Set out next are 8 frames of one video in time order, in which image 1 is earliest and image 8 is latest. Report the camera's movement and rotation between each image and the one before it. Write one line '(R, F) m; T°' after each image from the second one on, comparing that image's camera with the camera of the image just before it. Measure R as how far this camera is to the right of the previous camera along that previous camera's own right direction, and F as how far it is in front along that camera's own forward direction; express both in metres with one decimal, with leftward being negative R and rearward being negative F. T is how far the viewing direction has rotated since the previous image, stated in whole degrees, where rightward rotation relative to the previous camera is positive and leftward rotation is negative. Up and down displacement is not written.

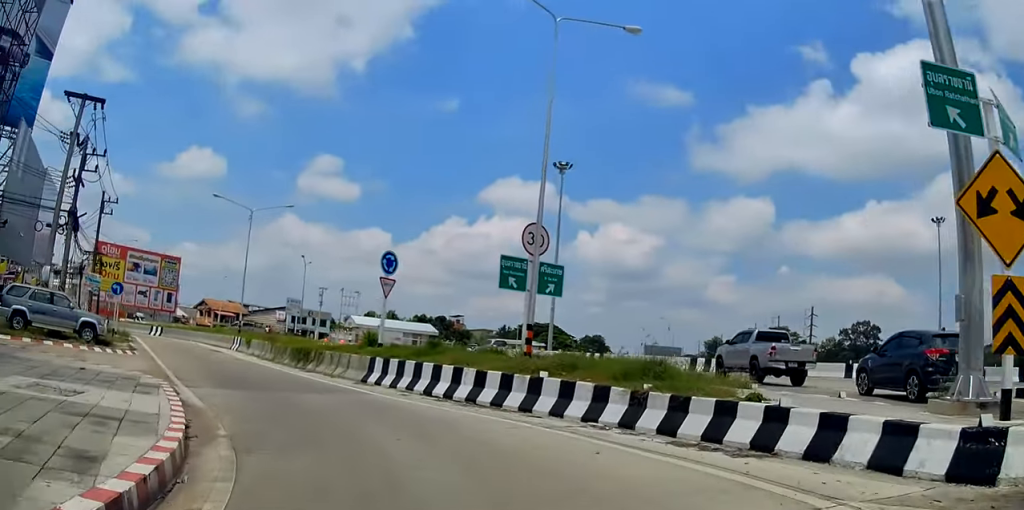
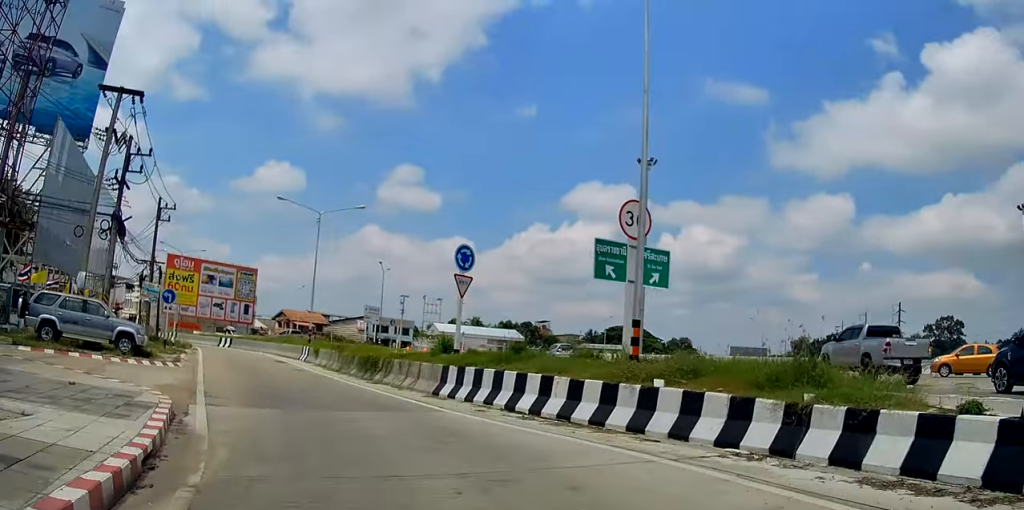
(0.0, +2.9) m; -11°
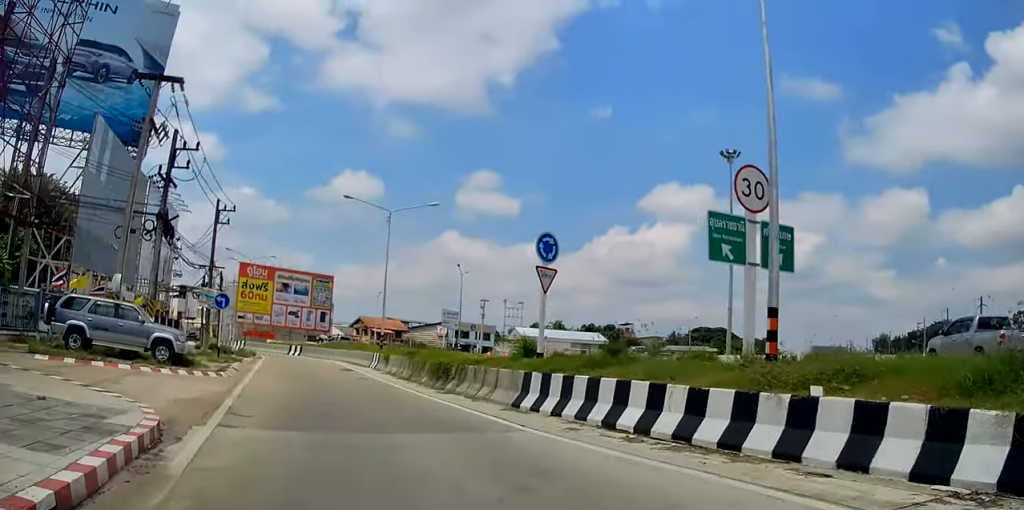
(-0.7, +2.5) m; -10°
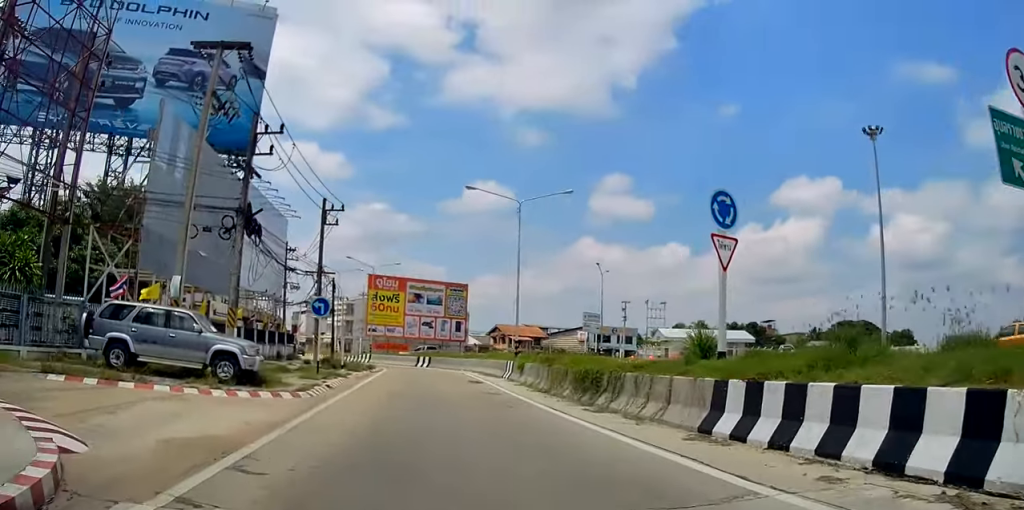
(-0.5, +4.5) m; -8°
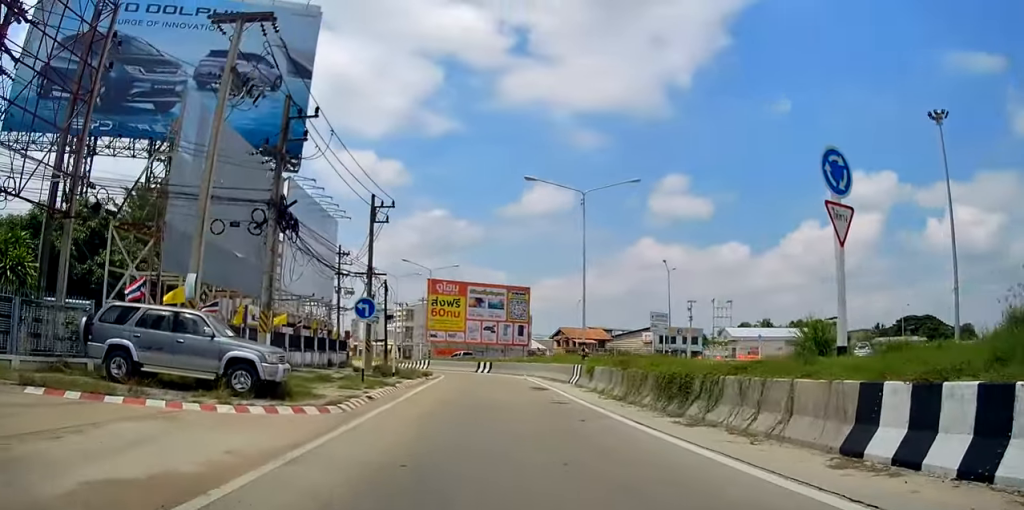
(0.0, +2.4) m; -1°
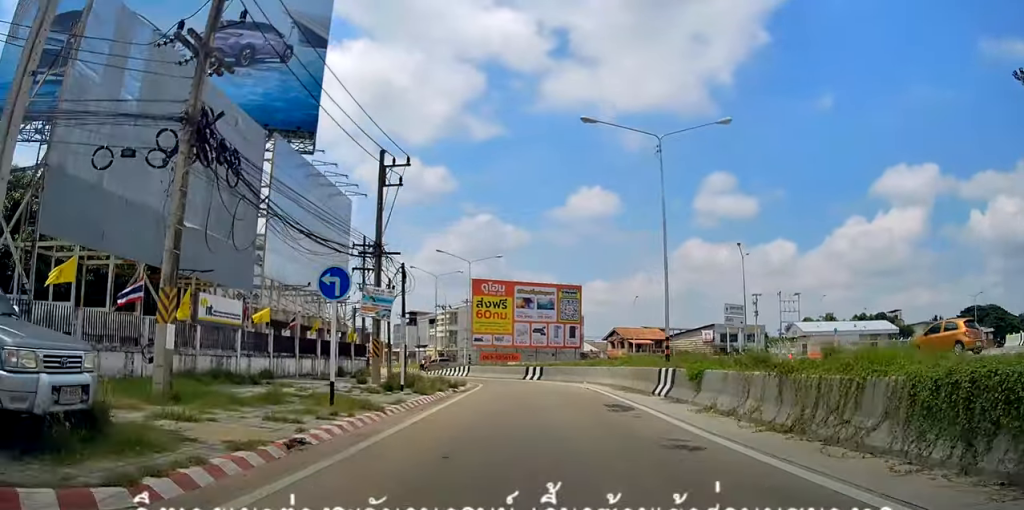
(-0.4, +7.9) m; -6°
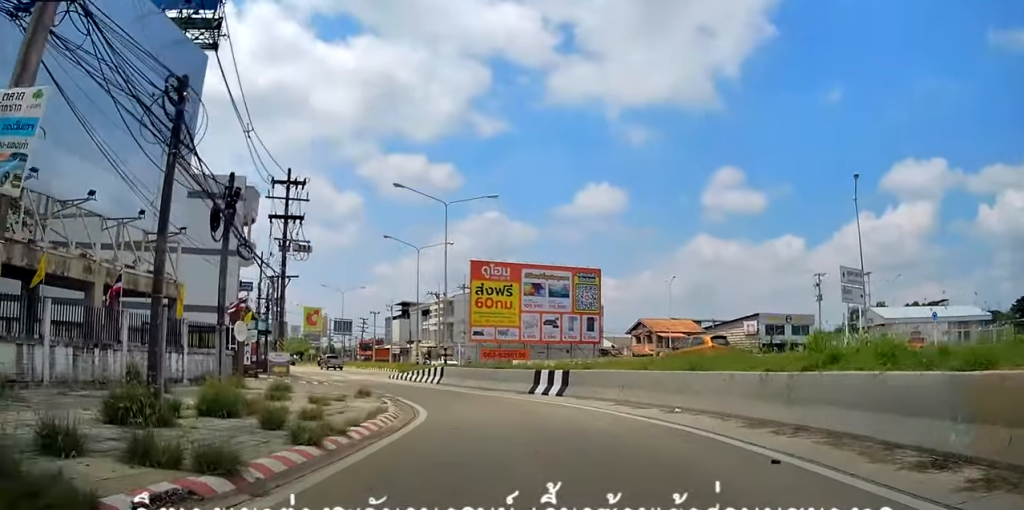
(-2.9, +19.4) m; -5°
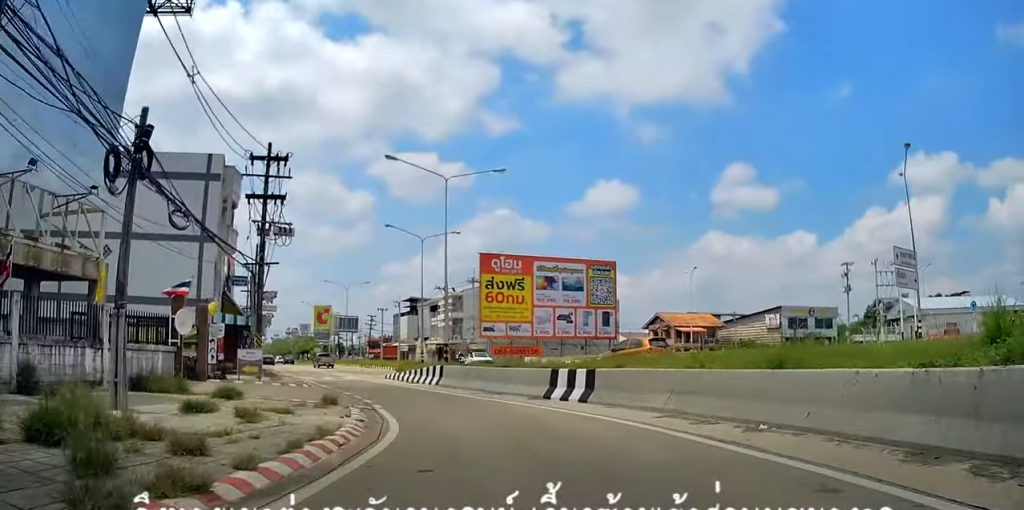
(+0.5, +4.6) m; 0°
